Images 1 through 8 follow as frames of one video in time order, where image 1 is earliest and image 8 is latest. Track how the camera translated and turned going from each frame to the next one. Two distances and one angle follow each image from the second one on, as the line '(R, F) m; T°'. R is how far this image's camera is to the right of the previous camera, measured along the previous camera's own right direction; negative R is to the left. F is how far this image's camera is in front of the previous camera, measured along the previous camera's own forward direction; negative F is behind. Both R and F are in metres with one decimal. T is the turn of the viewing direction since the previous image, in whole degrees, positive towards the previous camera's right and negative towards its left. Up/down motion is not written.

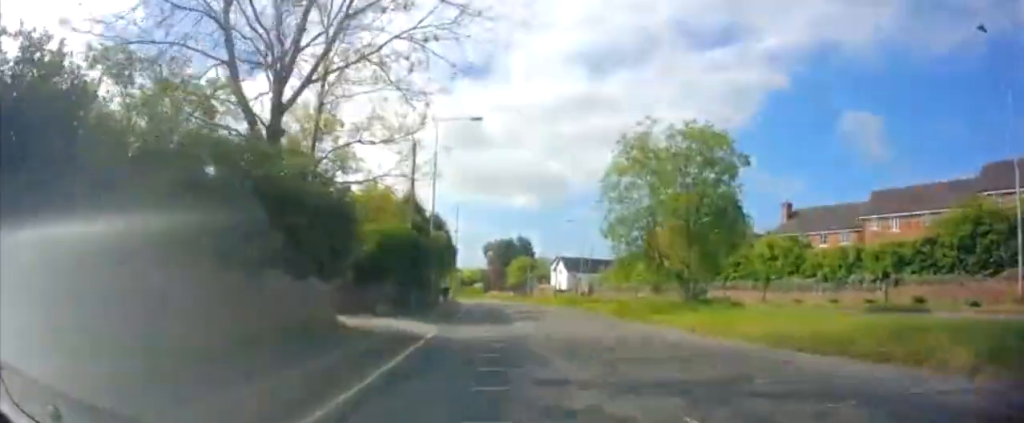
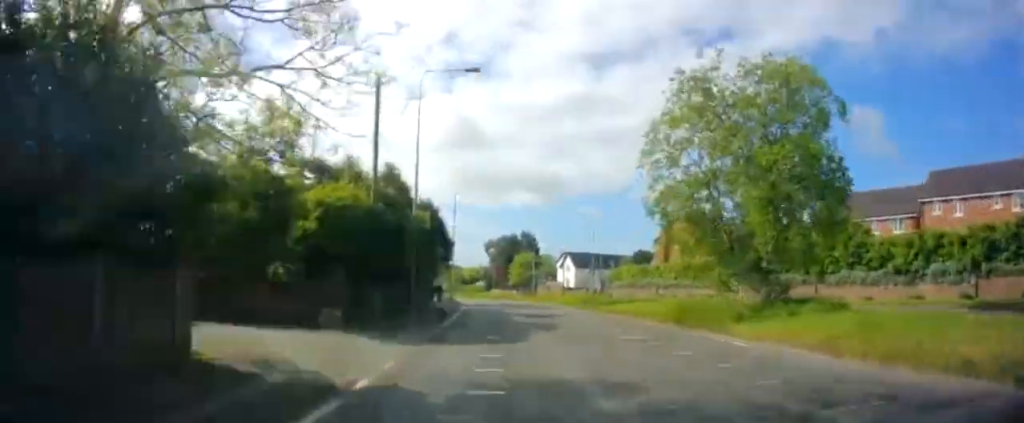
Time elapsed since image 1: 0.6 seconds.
(0.0, +8.3) m; 0°
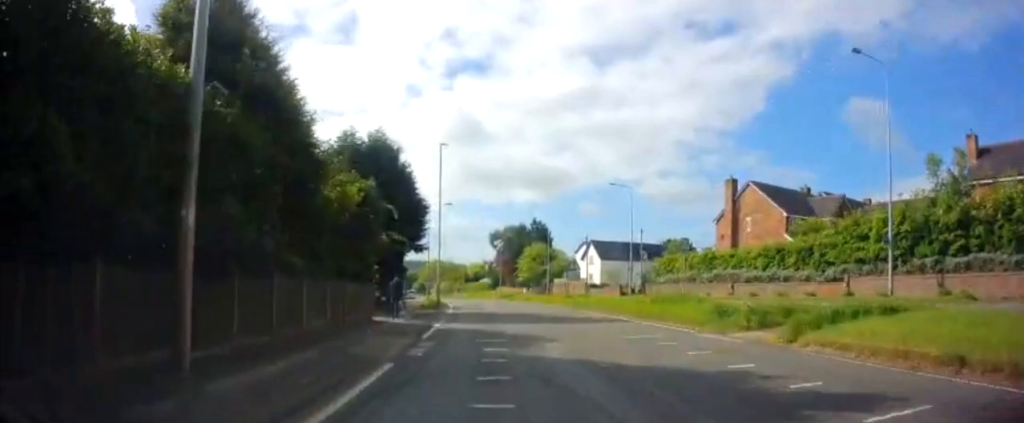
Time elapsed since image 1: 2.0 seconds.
(-0.3, +20.8) m; -1°
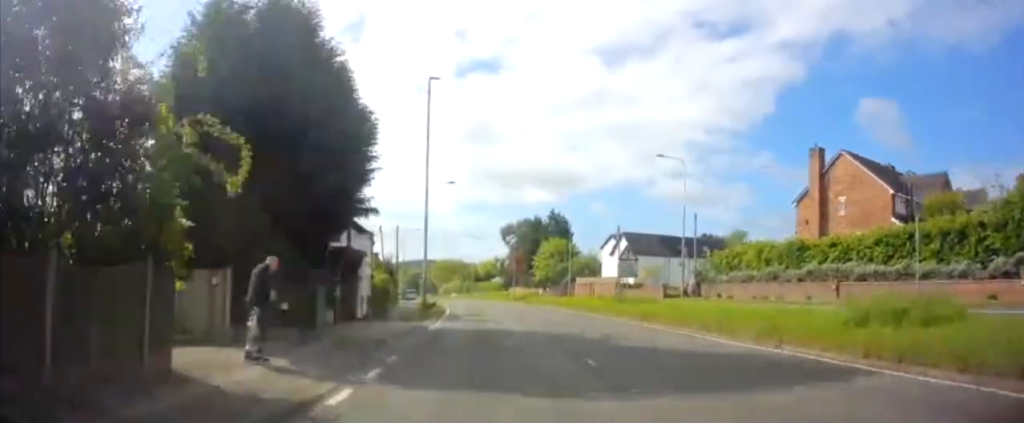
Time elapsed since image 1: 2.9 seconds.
(+0.1, +14.4) m; 0°
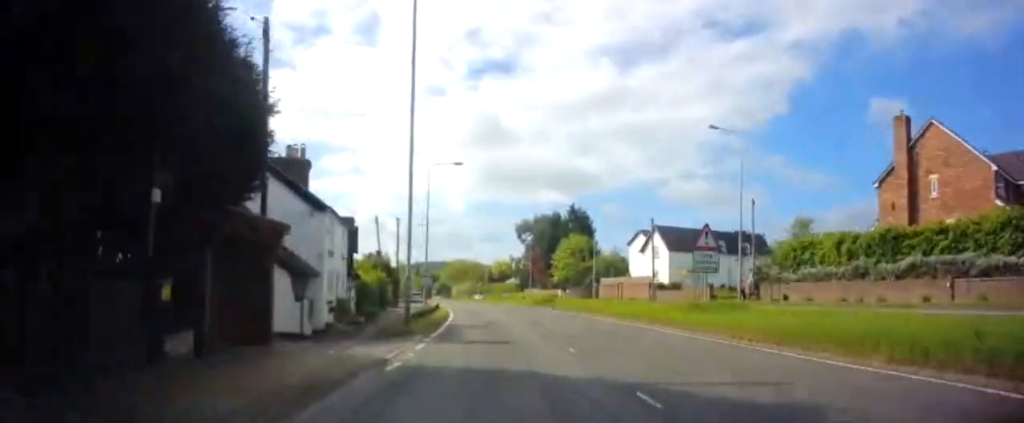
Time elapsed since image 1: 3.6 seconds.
(-0.1, +9.3) m; -1°
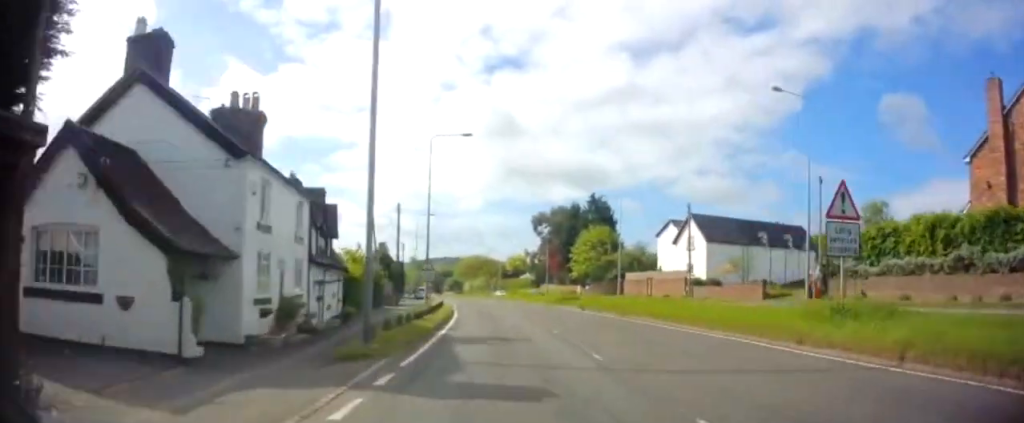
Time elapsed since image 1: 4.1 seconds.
(0.0, +7.8) m; -1°
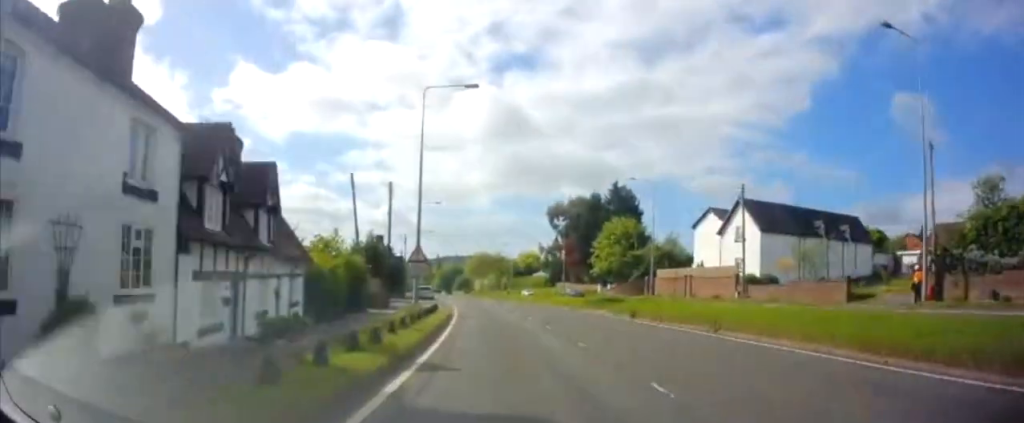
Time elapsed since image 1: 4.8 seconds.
(-0.2, +9.8) m; -1°
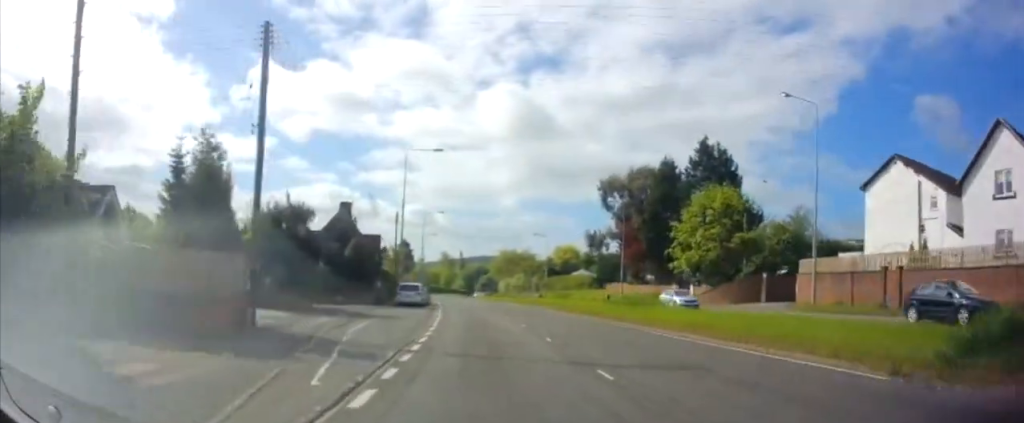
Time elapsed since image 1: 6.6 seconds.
(-0.8, +27.9) m; -4°
